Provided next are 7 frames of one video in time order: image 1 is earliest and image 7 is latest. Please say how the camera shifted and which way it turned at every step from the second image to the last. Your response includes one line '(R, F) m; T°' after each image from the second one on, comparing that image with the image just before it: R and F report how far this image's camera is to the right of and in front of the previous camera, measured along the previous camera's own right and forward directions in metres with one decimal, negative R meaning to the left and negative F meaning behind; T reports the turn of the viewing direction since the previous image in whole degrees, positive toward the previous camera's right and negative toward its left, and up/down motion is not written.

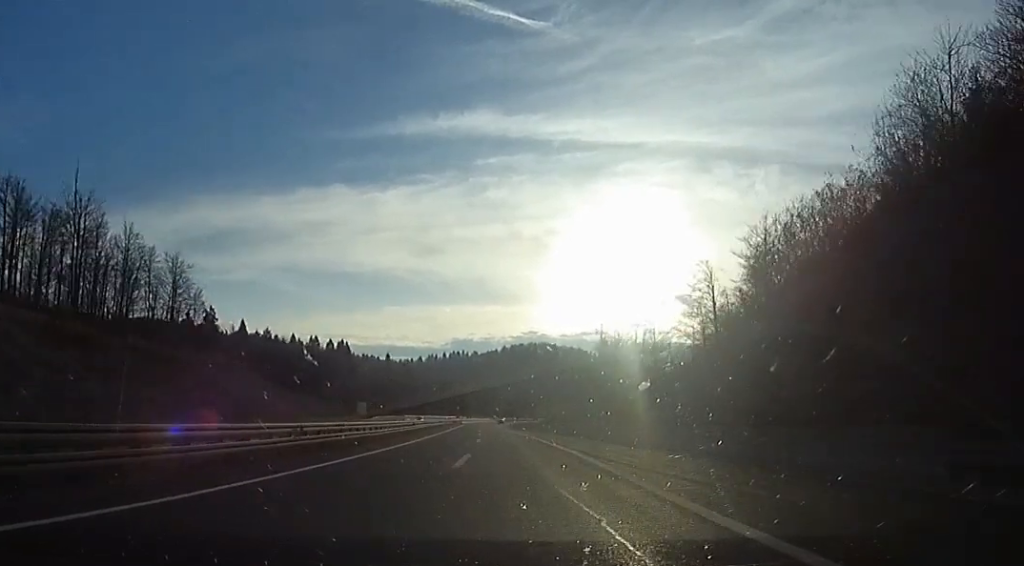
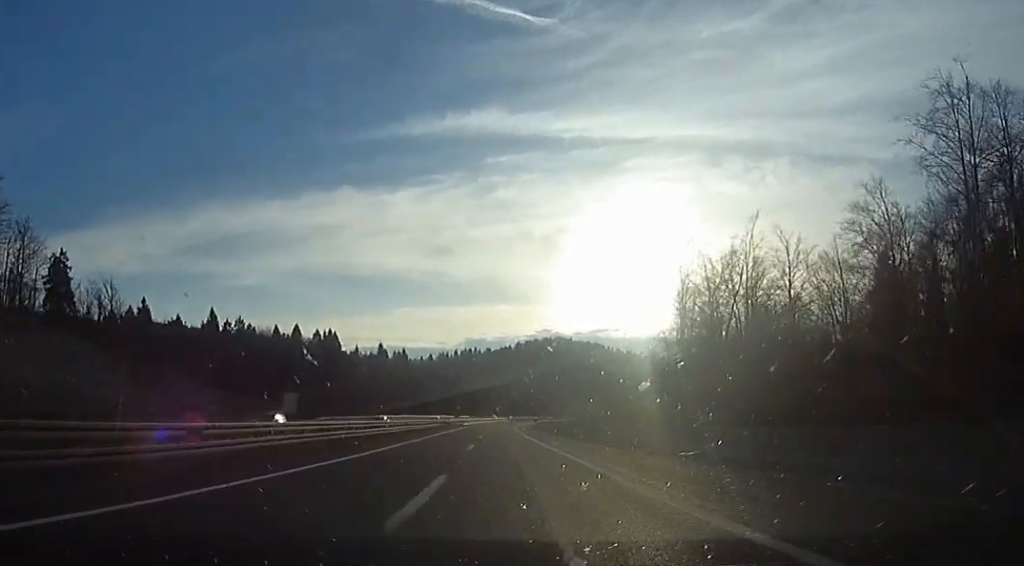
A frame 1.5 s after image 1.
(0.0, +44.1) m; 0°
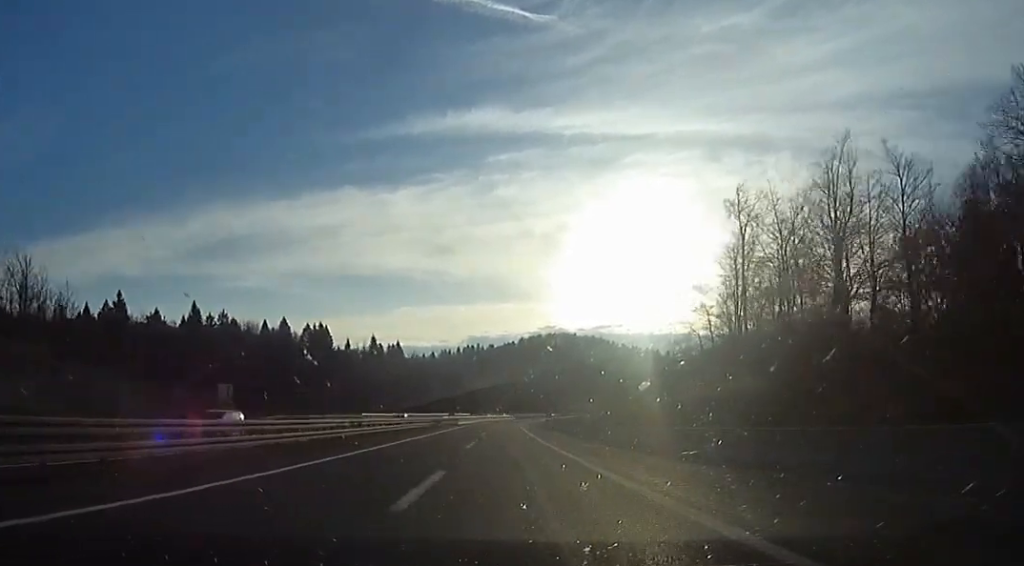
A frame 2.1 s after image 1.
(0.0, +17.2) m; 0°
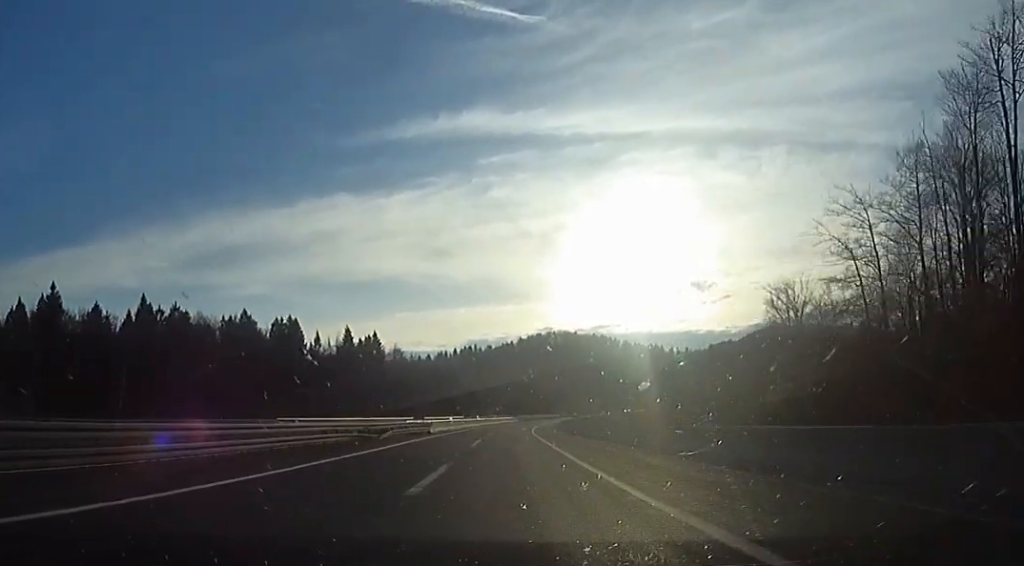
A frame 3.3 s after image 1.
(+0.1, +33.6) m; 0°
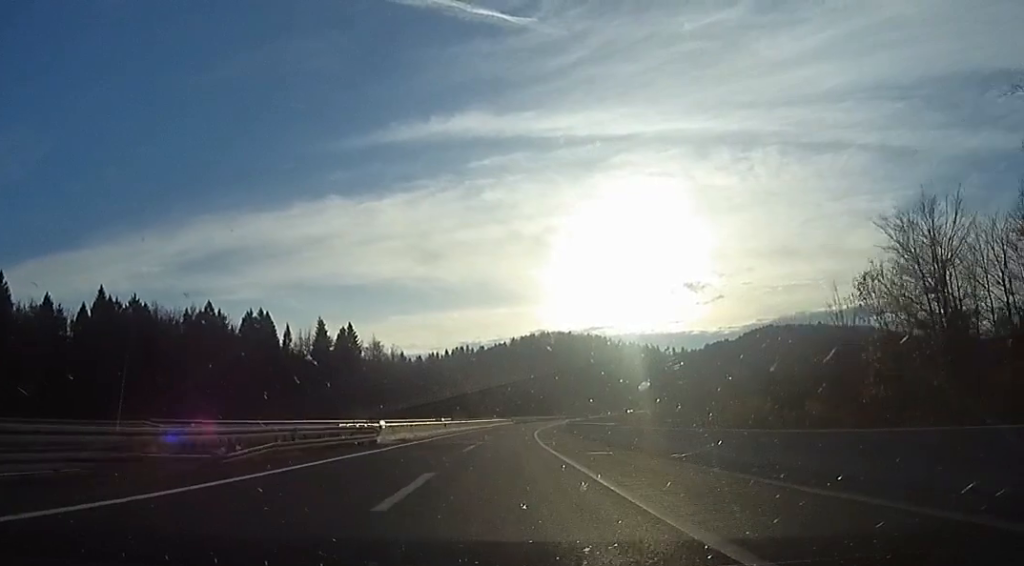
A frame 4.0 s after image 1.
(+0.1, +19.7) m; -1°
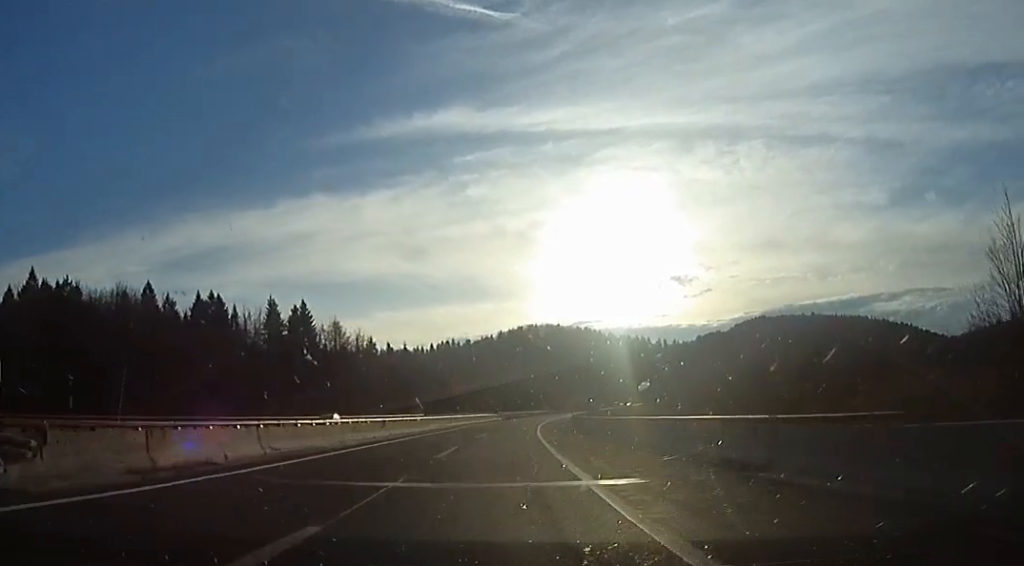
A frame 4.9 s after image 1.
(-0.7, +25.4) m; 0°
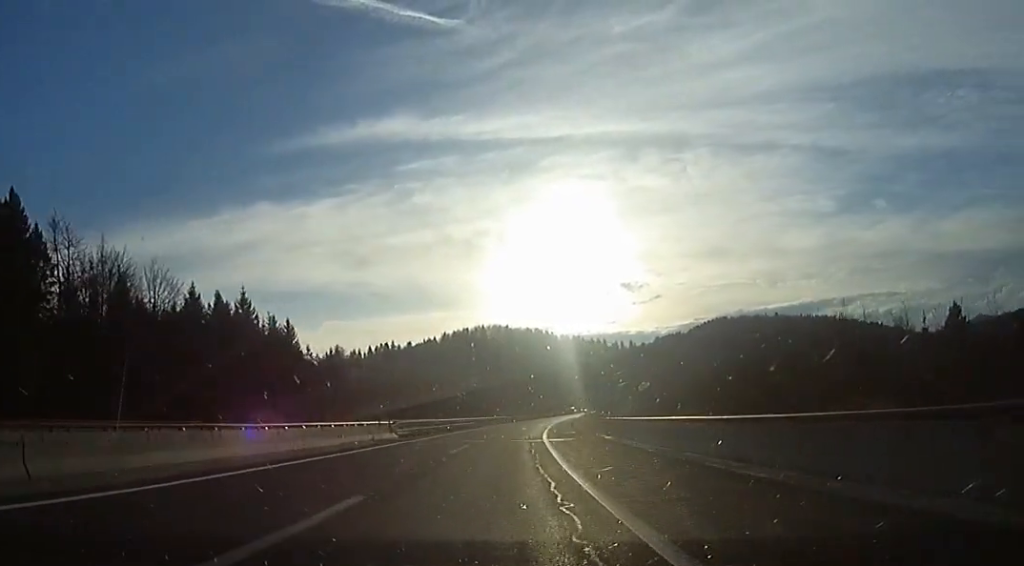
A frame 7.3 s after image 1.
(+4.3, +69.2) m; +6°
